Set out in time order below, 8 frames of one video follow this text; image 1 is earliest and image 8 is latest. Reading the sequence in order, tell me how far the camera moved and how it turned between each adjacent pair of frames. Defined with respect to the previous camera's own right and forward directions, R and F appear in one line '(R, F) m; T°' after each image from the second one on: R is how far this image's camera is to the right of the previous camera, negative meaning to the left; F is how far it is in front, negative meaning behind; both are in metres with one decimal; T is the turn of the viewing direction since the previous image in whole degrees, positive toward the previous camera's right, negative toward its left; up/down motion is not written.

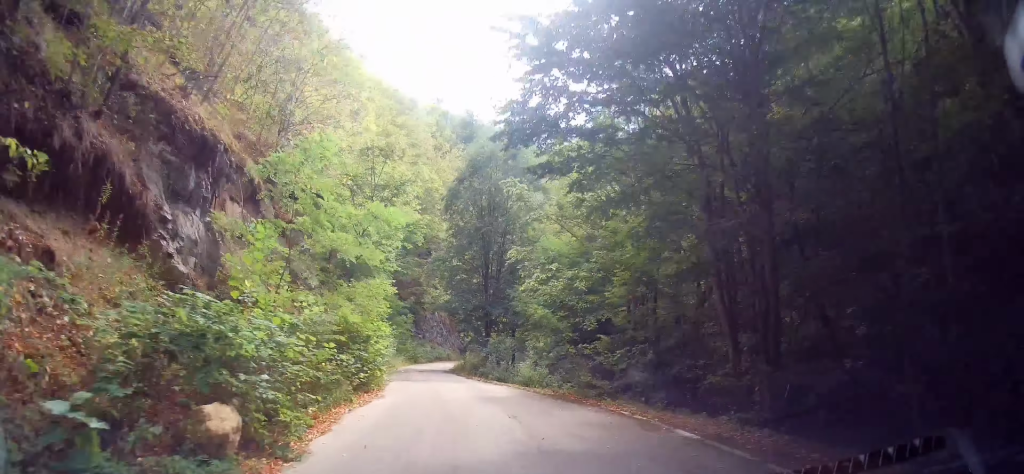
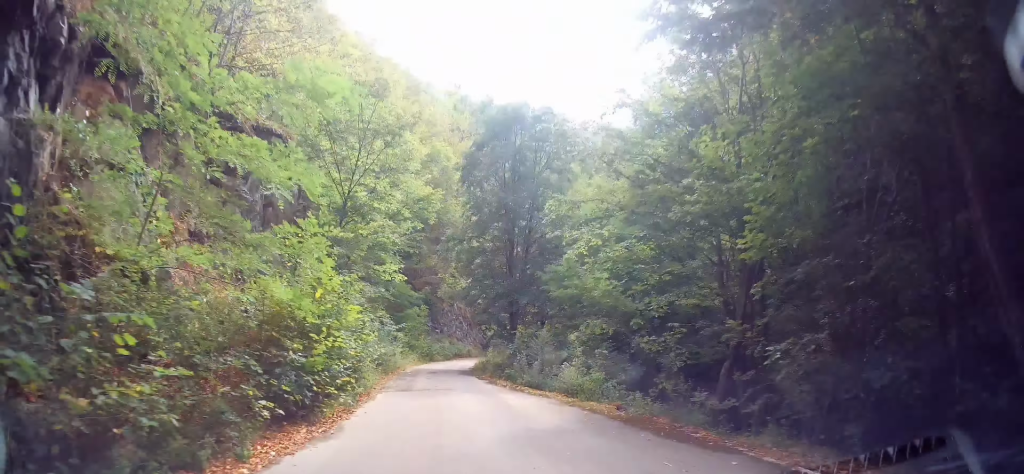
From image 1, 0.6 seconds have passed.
(-0.3, +5.7) m; -3°
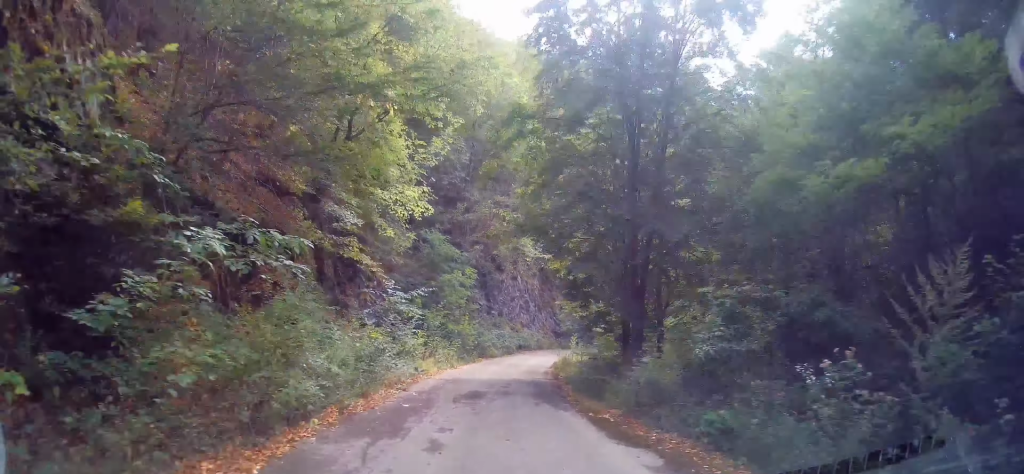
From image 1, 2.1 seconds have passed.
(-0.9, +14.7) m; -6°
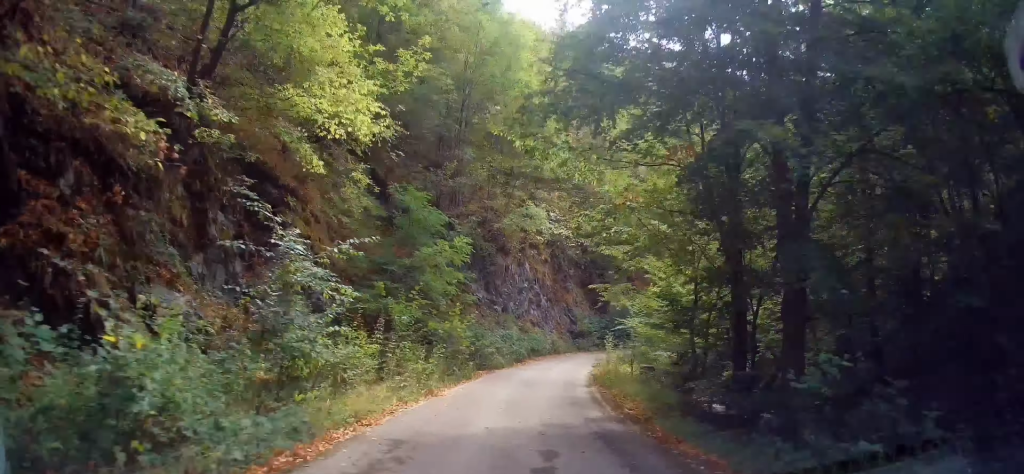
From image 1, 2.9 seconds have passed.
(-0.3, +7.9) m; +1°
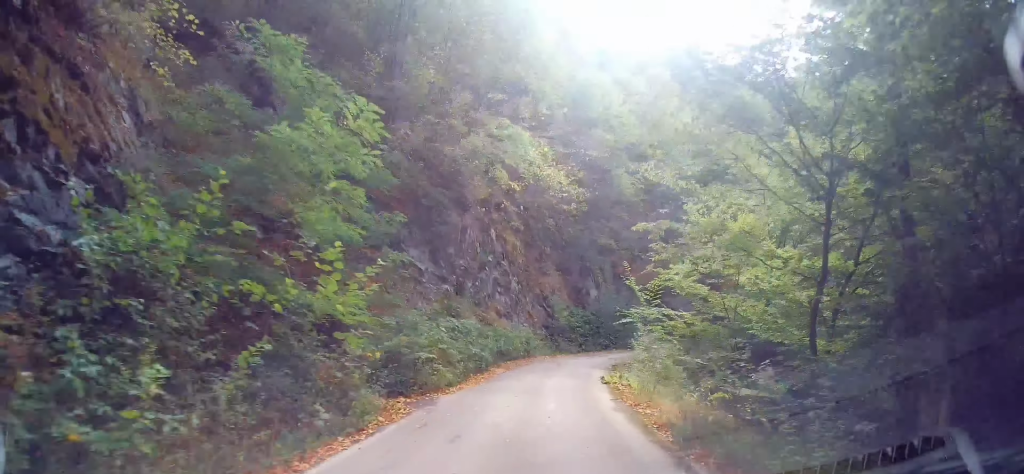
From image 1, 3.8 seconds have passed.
(+0.3, +8.7) m; +5°
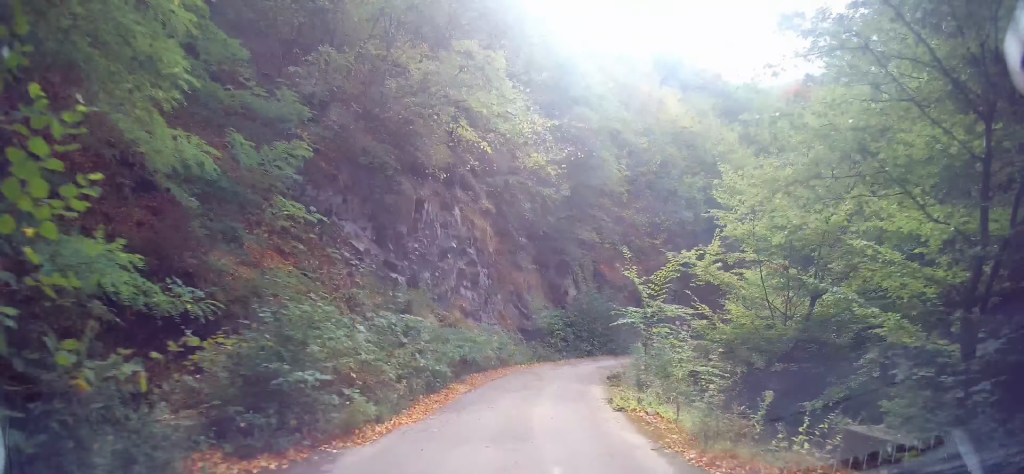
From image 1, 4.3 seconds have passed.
(+0.1, +4.4) m; +4°
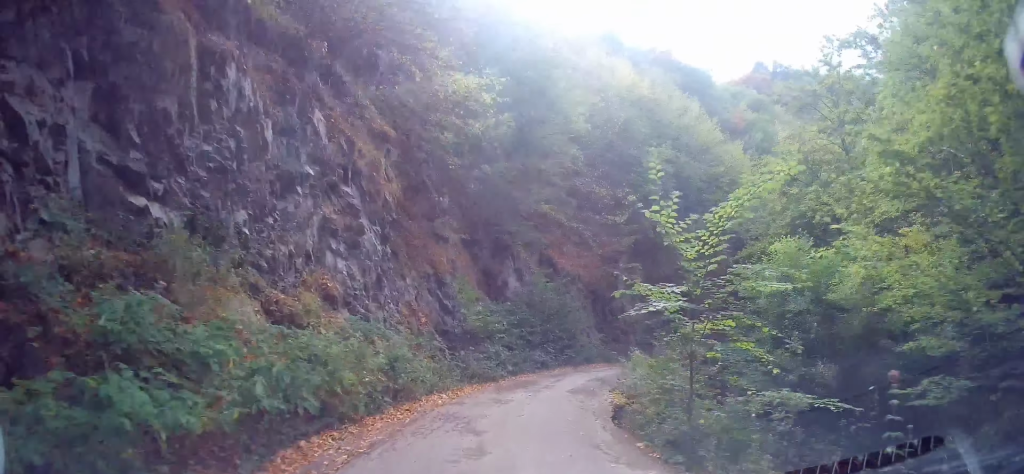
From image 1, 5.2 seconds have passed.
(+0.5, +8.2) m; +7°
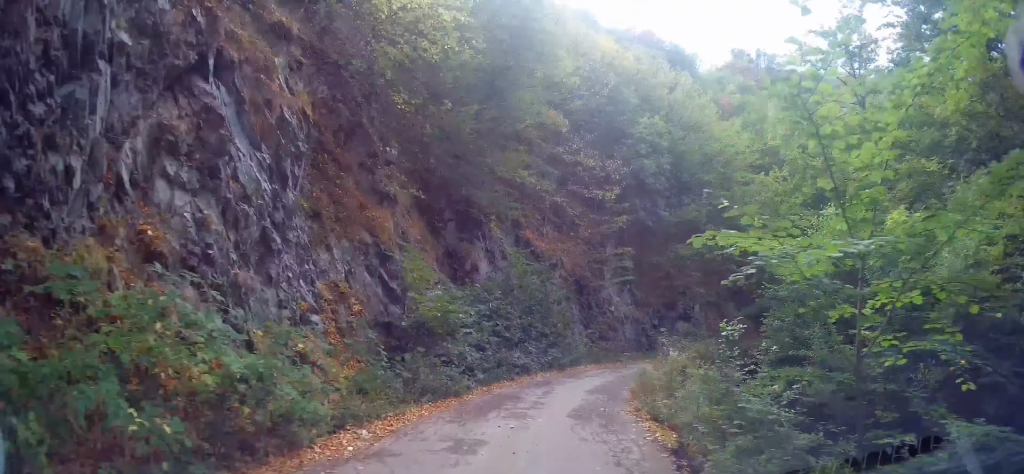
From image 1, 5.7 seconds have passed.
(+0.3, +4.6) m; +5°
